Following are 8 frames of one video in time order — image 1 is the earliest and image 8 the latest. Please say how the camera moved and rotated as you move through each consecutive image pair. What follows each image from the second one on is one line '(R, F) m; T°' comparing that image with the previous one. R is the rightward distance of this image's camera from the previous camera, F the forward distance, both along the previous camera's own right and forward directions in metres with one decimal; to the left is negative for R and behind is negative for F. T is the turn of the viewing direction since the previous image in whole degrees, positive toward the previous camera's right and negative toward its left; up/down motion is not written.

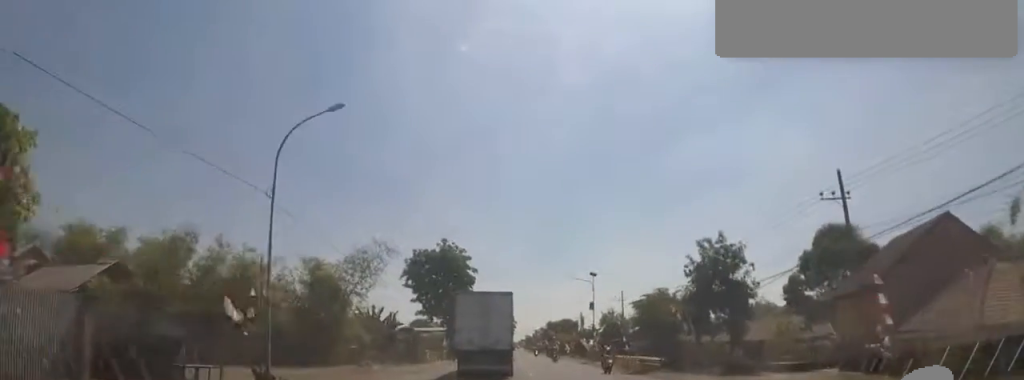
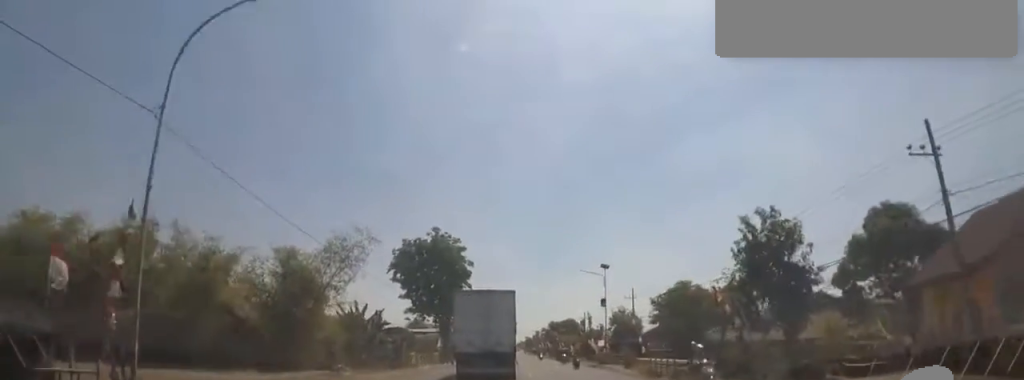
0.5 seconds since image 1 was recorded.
(-0.1, +6.1) m; 0°
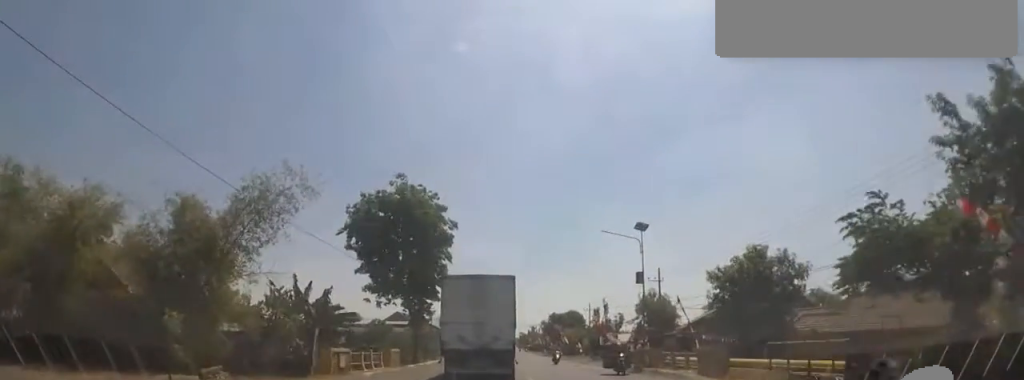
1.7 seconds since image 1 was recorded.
(-0.3, +13.6) m; +5°
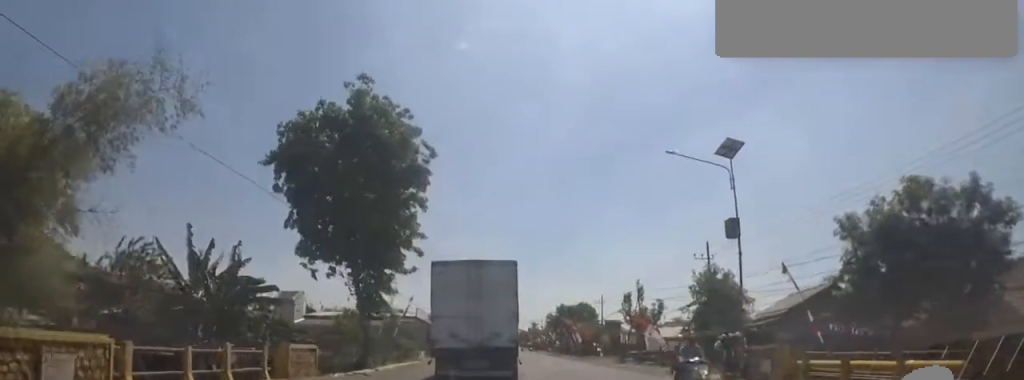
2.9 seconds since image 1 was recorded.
(+1.1, +12.8) m; +1°
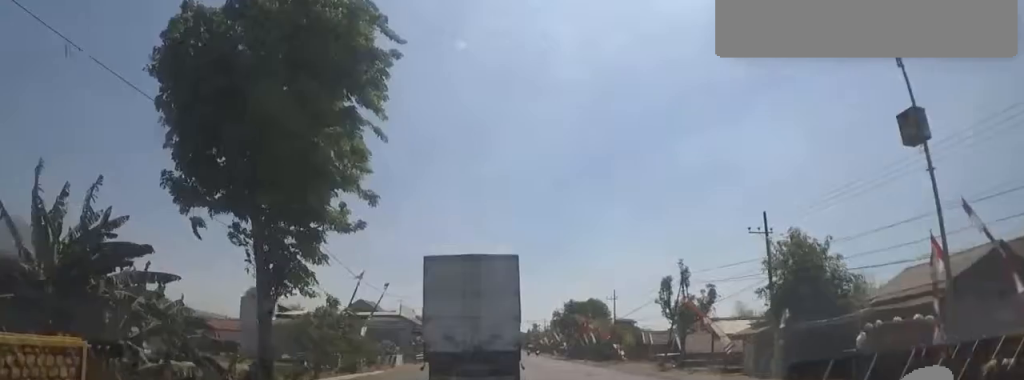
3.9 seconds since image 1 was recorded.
(-0.7, +9.3) m; -2°
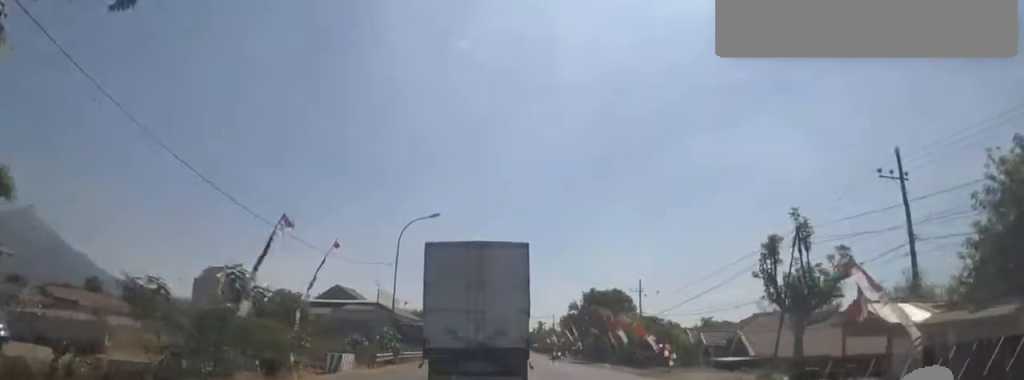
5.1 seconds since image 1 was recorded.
(+0.6, +11.5) m; 0°
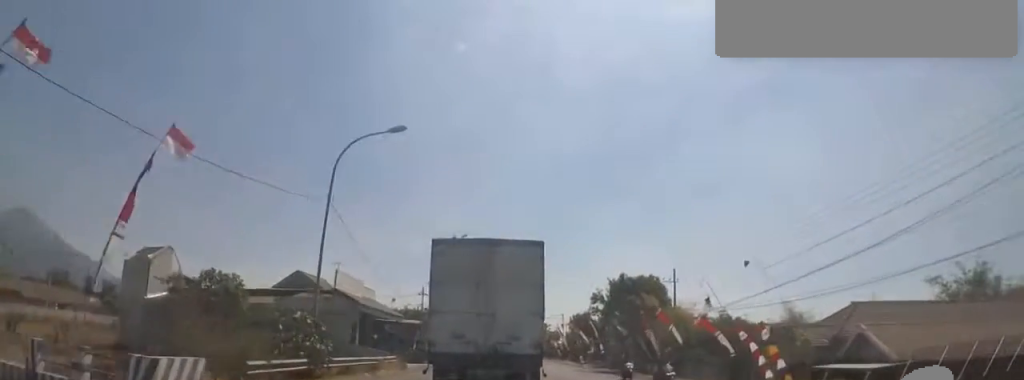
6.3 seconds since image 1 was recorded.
(-1.2, +11.4) m; 0°
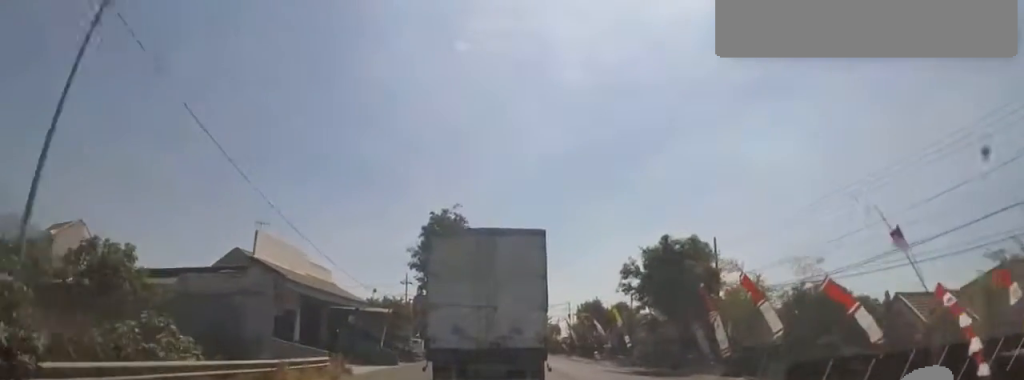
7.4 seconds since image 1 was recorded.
(+1.2, +10.3) m; 0°
